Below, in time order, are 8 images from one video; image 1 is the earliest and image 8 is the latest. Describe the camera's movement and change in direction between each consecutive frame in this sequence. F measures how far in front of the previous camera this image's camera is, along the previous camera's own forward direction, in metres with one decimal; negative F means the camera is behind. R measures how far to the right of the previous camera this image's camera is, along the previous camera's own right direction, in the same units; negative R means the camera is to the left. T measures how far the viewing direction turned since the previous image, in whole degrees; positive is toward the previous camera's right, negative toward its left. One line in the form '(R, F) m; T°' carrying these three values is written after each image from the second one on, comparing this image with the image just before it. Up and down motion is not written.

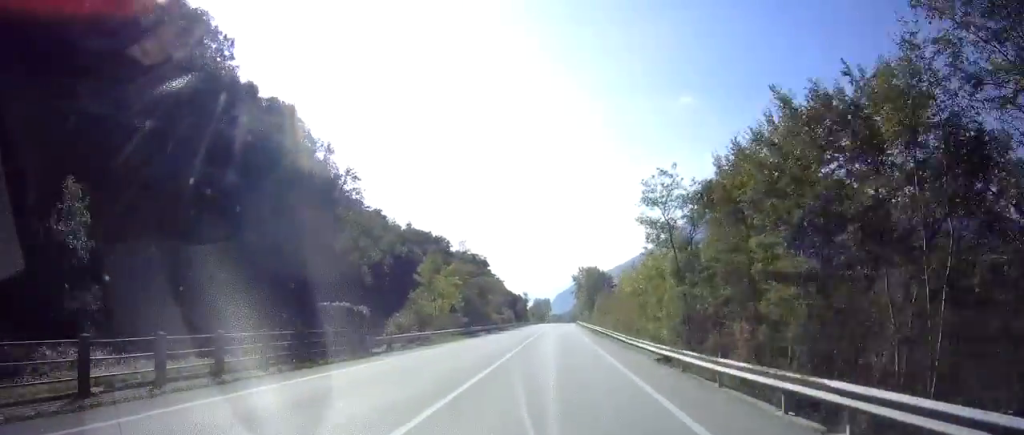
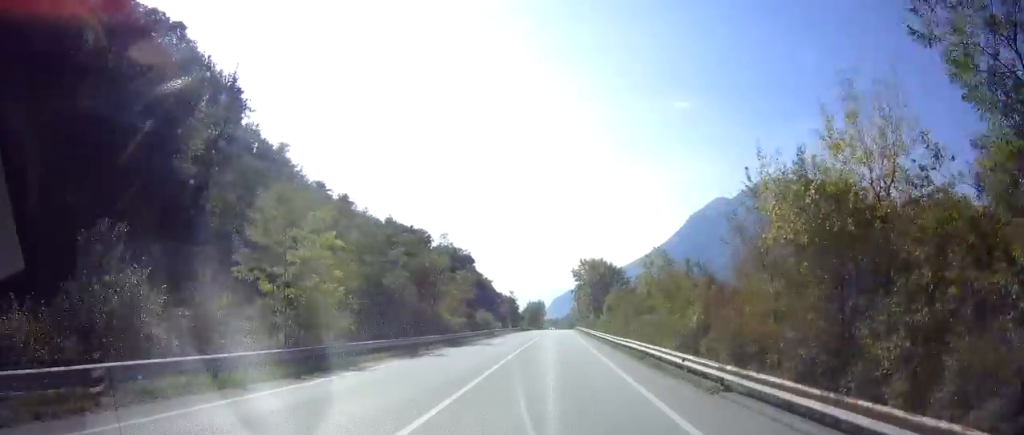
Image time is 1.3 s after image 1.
(0.0, +29.1) m; 0°
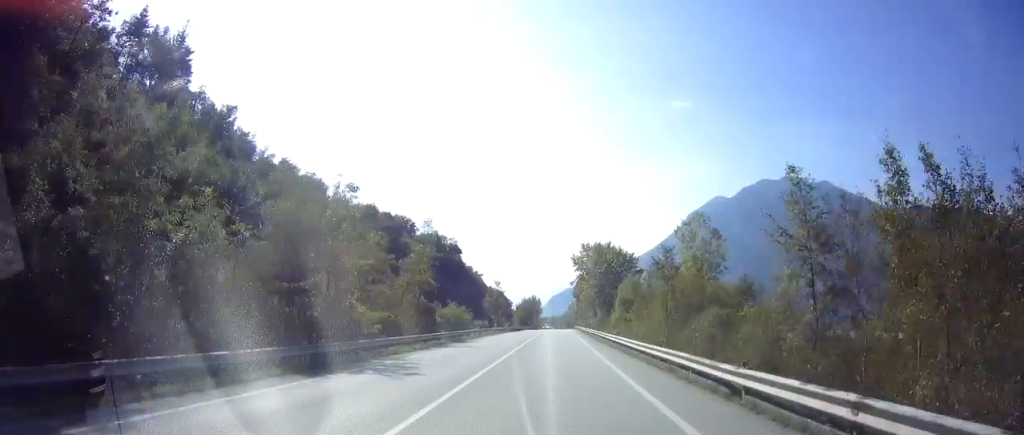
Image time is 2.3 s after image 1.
(0.0, +20.4) m; 0°
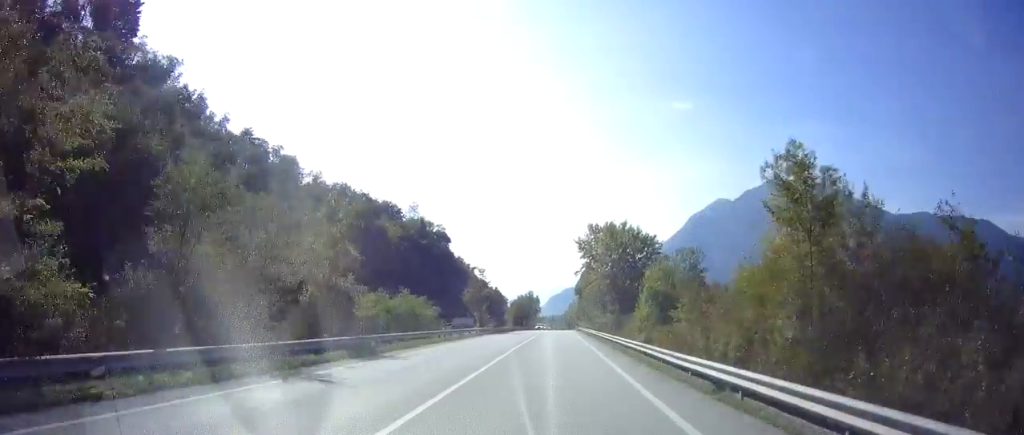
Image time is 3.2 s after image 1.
(+0.1, +19.7) m; 0°
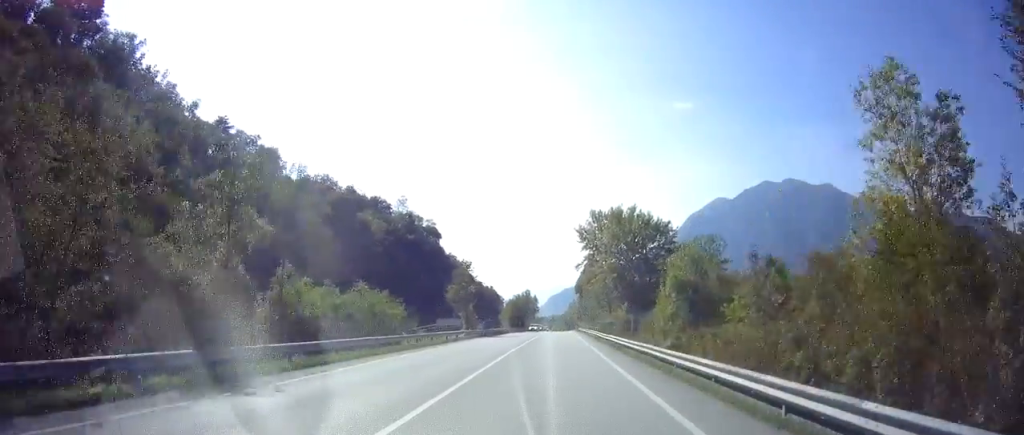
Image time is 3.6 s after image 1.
(0.0, +9.4) m; 0°
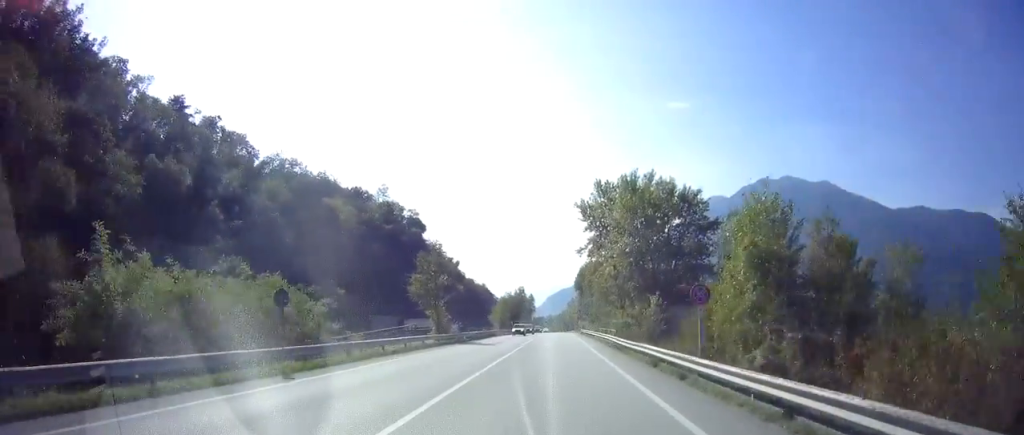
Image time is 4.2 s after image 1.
(0.0, +13.7) m; 0°
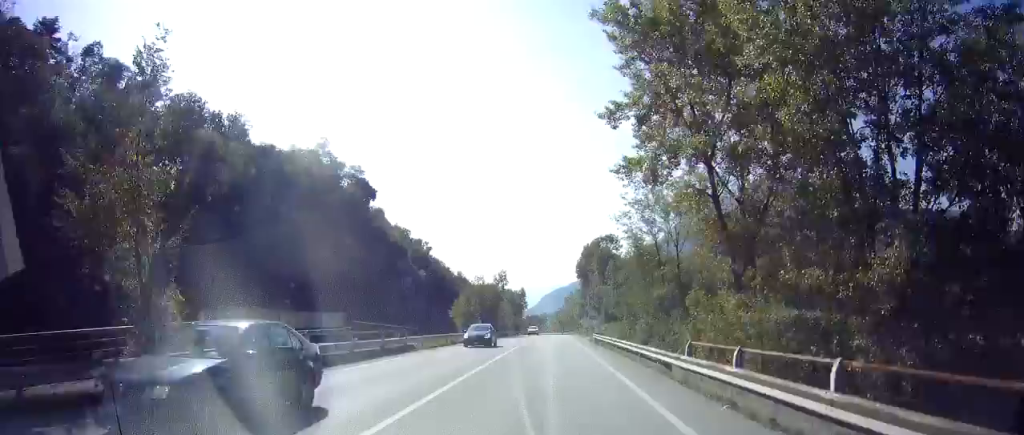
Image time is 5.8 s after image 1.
(+0.1, +33.2) m; 0°
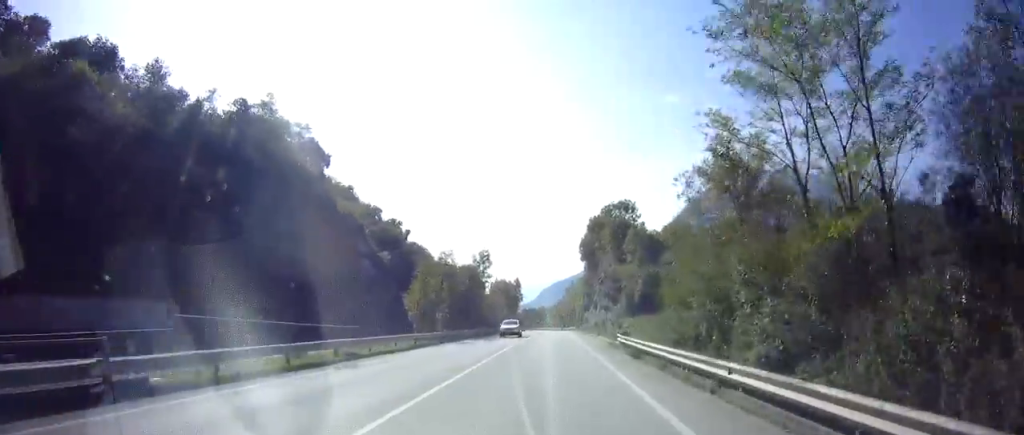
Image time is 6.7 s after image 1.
(+0.1, +20.1) m; 0°
